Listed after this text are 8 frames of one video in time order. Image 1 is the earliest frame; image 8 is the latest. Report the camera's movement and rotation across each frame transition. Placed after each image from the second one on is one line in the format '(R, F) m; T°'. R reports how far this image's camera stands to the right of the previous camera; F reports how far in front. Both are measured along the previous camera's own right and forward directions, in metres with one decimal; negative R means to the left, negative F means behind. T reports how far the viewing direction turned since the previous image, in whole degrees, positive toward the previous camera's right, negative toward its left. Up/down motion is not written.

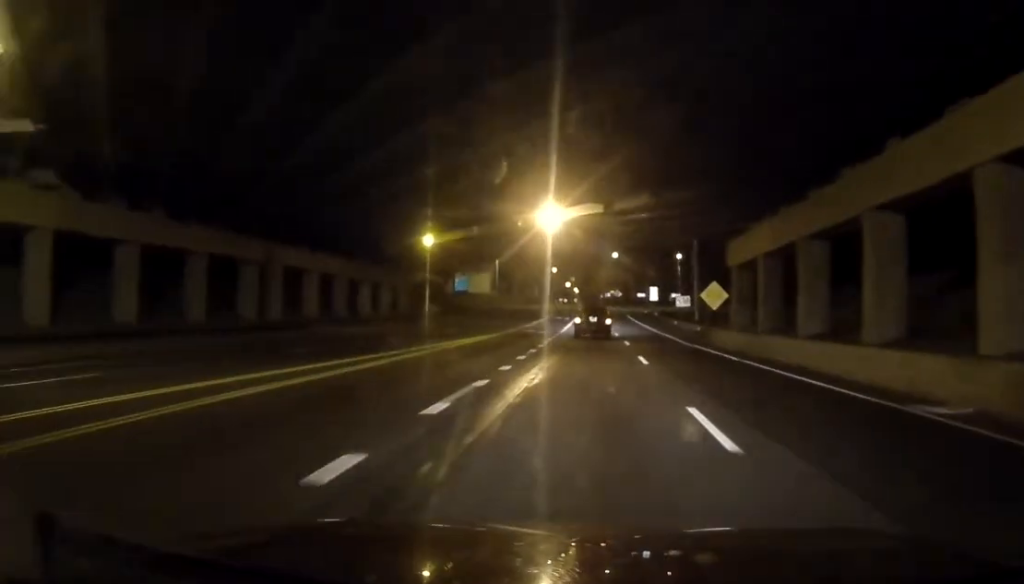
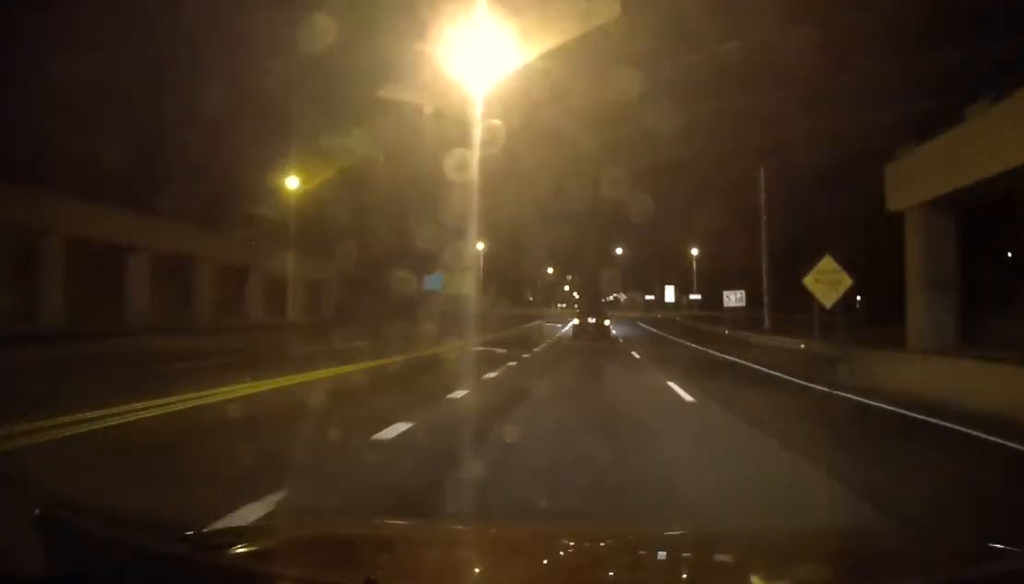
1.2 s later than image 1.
(0.0, +19.6) m; 0°
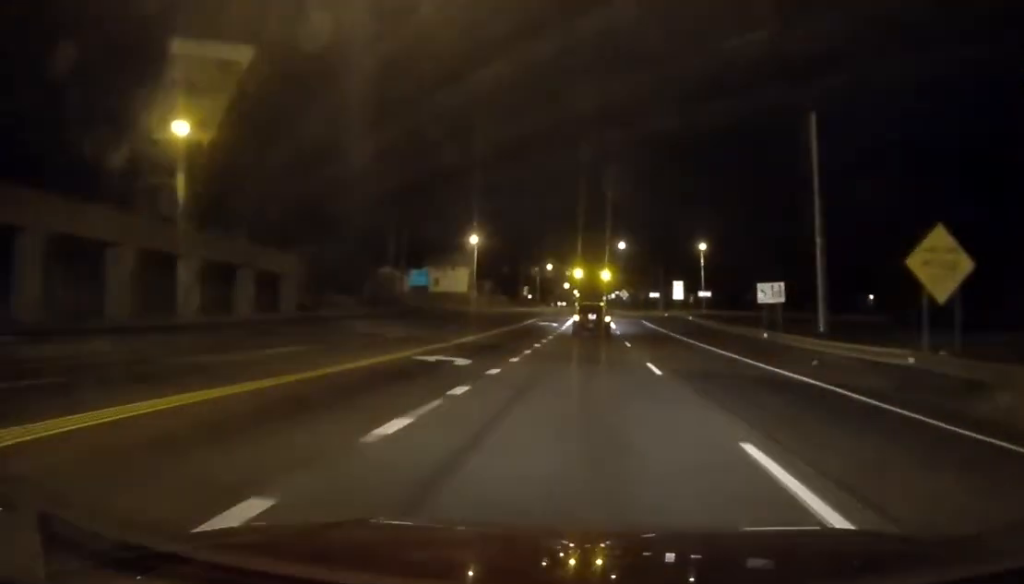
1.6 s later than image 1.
(0.0, +7.1) m; 0°
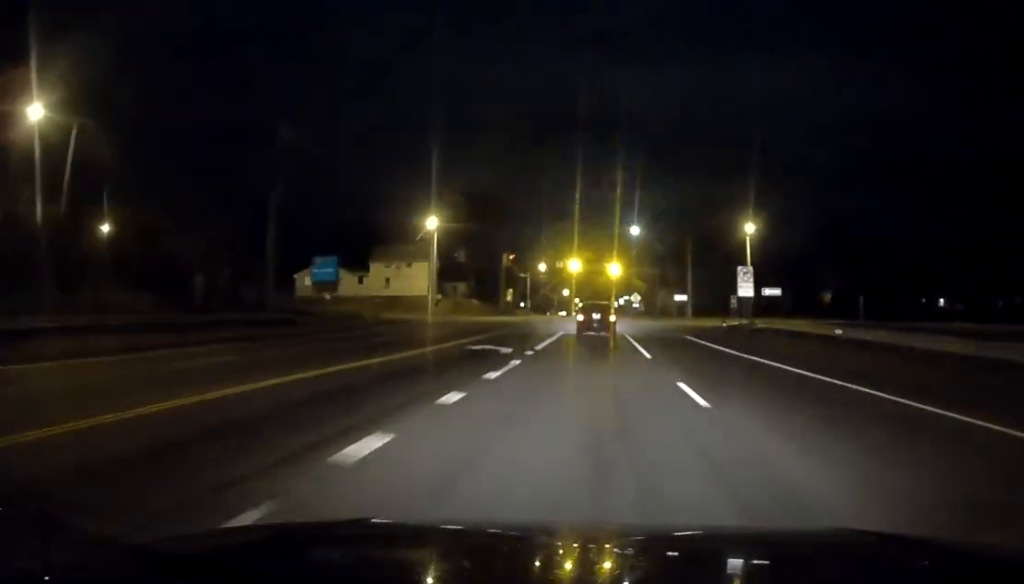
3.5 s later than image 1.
(+0.1, +31.4) m; +1°
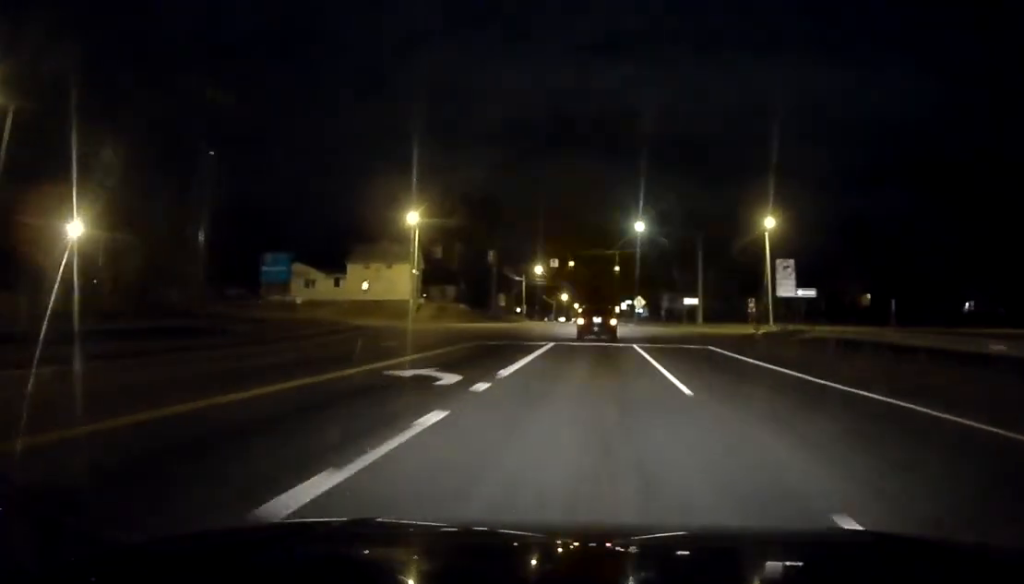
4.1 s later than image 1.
(0.0, +8.7) m; +1°
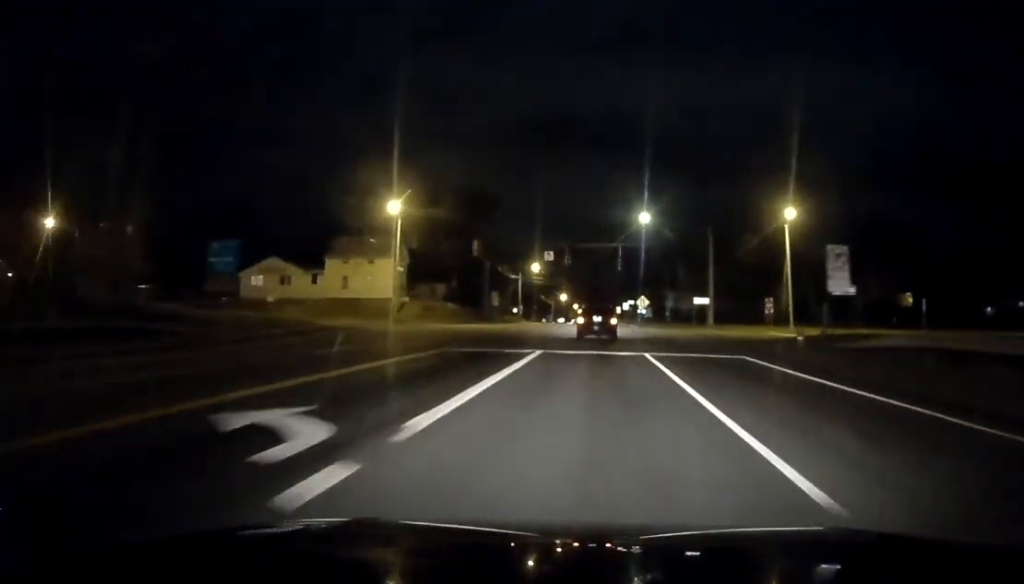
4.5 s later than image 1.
(+0.1, +7.0) m; +1°
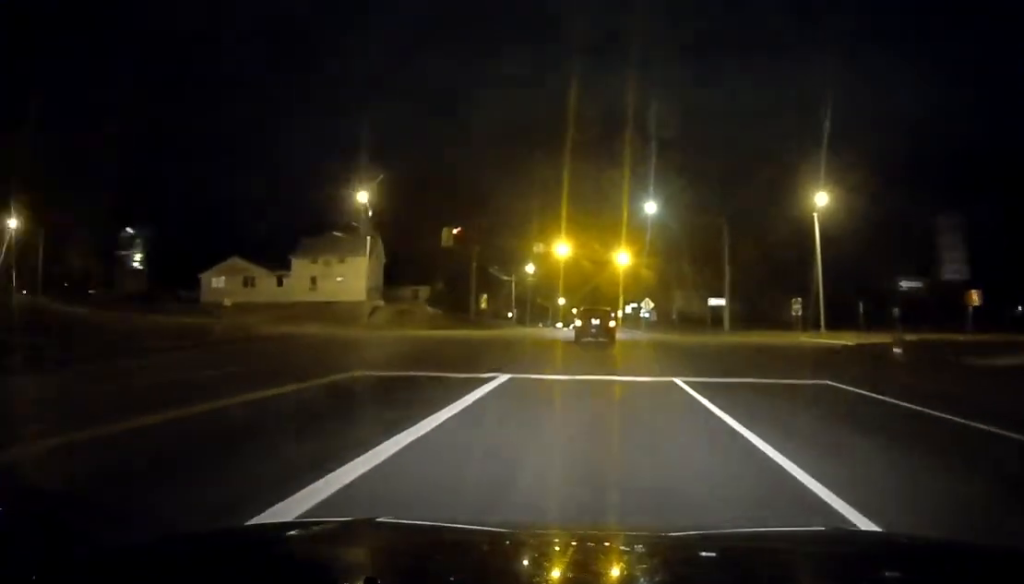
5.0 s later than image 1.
(+0.1, +8.6) m; +1°
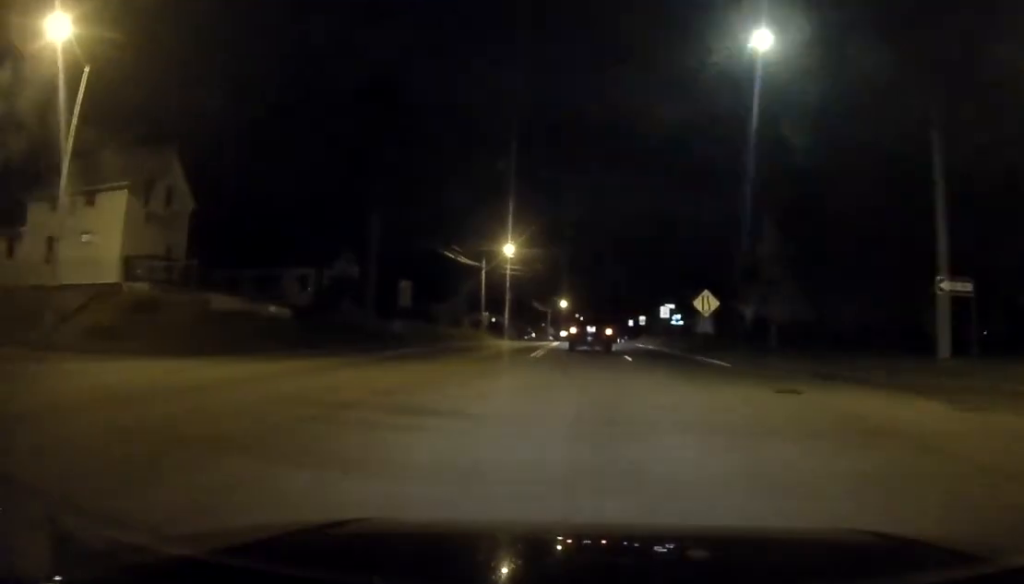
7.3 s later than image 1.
(-0.8, +36.6) m; -2°
